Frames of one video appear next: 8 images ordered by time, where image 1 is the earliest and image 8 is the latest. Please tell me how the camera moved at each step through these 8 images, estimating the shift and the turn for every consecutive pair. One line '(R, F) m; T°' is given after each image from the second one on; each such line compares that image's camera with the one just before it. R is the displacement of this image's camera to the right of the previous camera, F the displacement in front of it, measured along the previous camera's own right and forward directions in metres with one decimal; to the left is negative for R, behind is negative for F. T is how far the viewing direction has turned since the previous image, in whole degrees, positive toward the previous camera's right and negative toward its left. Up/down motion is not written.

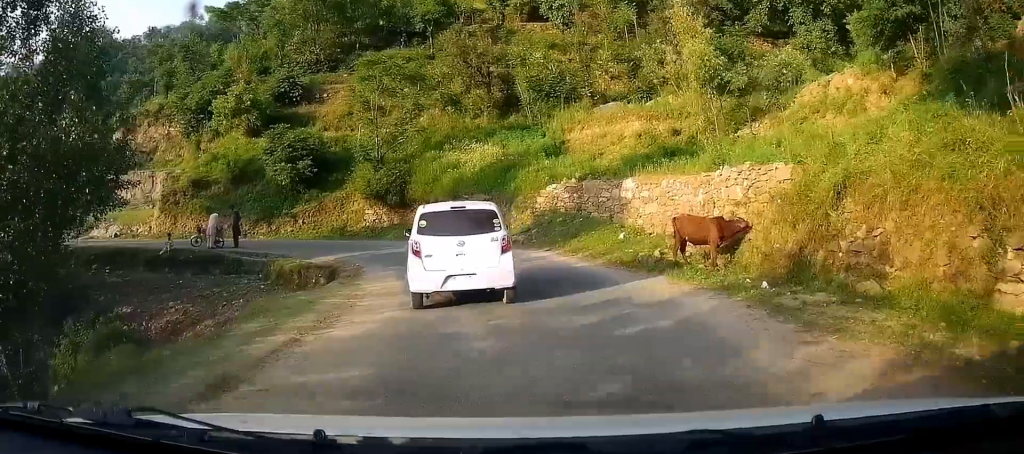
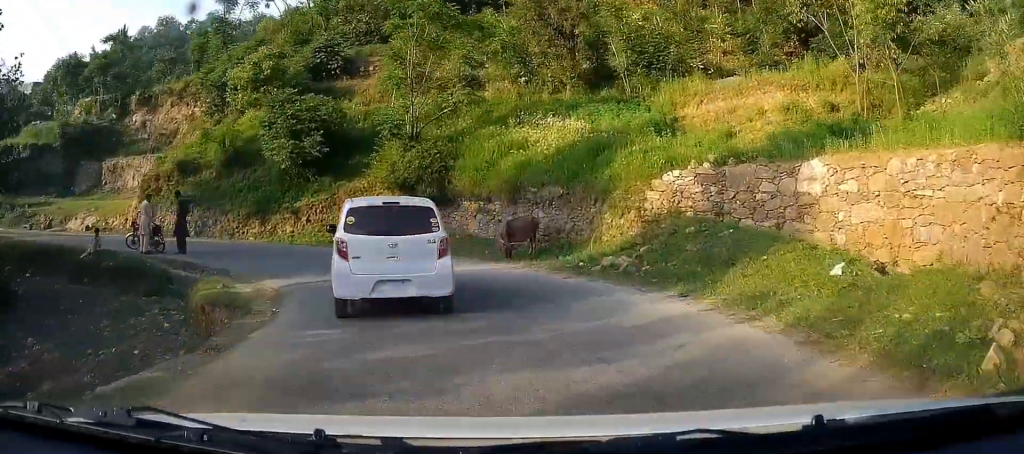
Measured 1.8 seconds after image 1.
(+0.7, +8.3) m; 0°
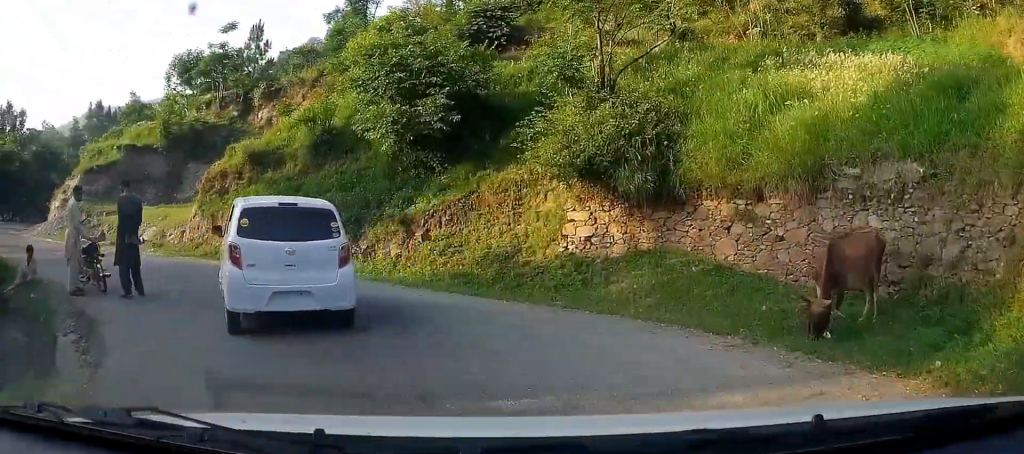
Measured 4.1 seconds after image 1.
(-0.7, +10.2) m; -13°
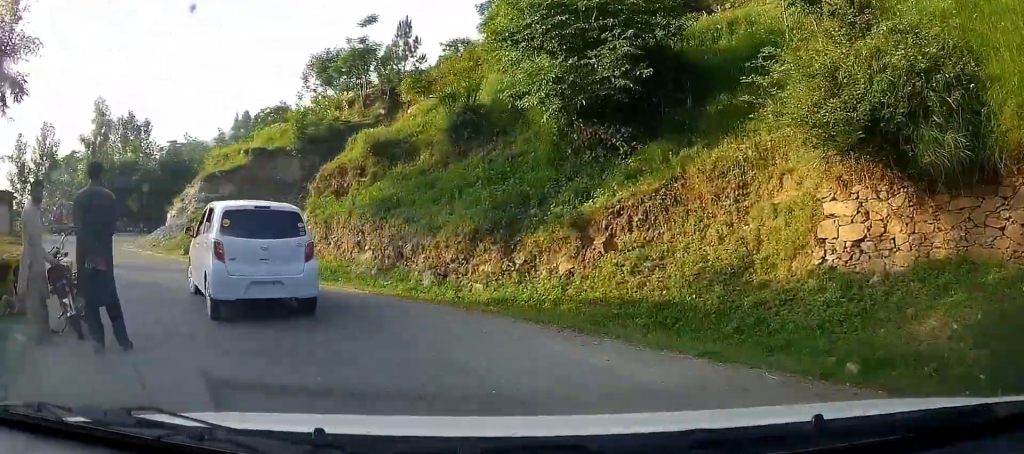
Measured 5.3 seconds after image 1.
(-0.7, +5.0) m; -13°
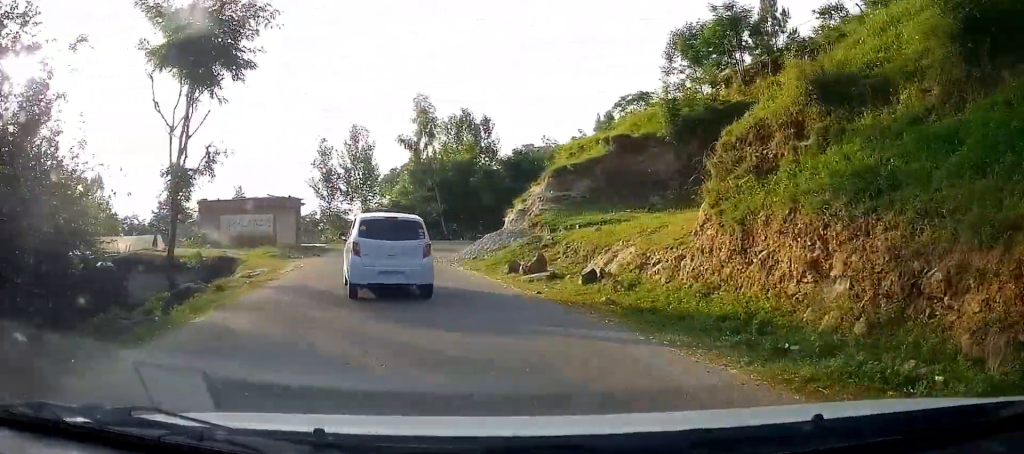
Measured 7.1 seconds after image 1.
(-1.4, +7.0) m; -27°
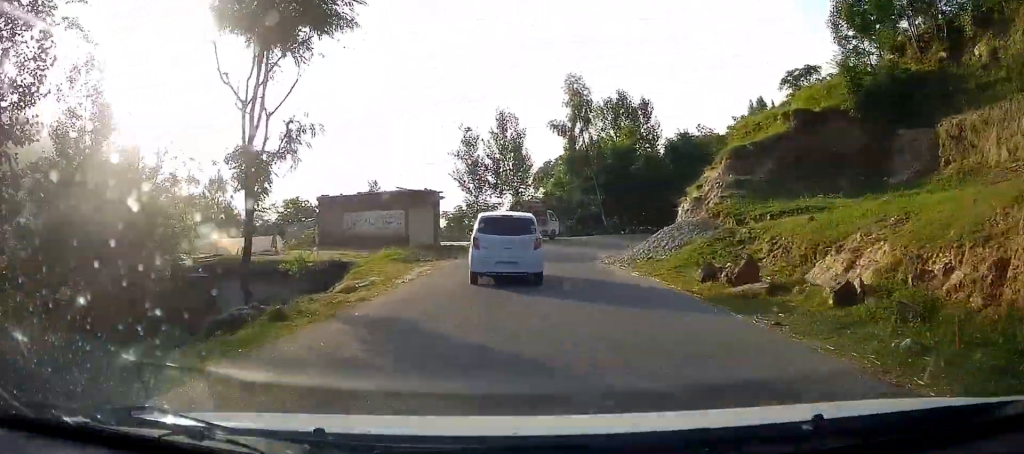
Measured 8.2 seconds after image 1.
(-0.1, +4.0) m; -19°
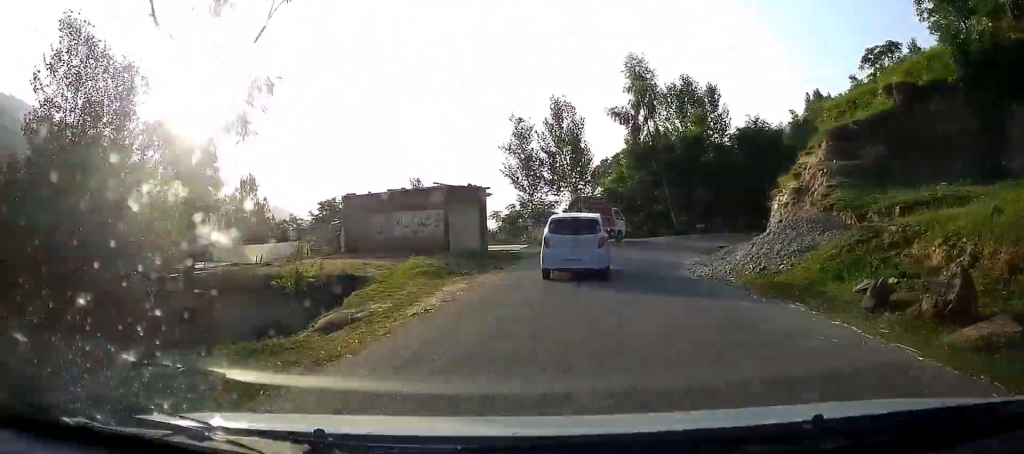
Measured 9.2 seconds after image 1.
(-1.1, +4.2) m; -7°
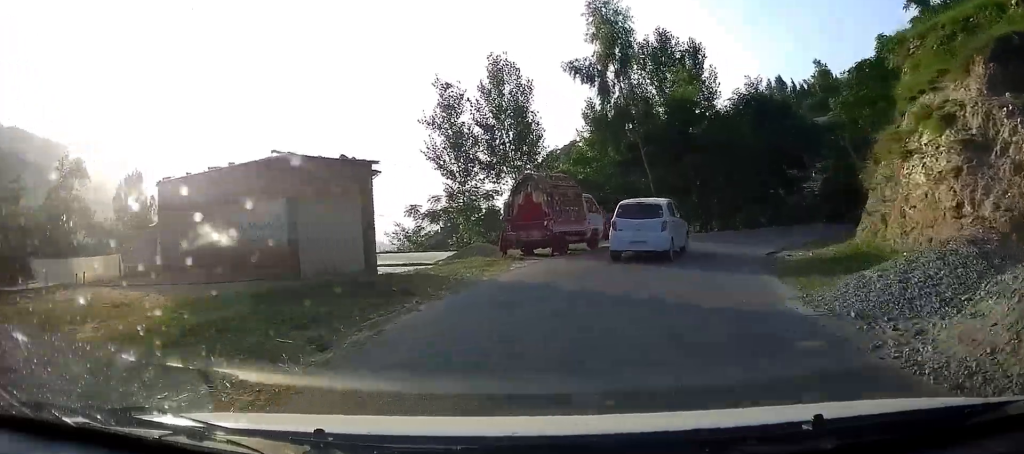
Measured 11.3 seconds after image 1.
(-1.2, +9.7) m; -2°
